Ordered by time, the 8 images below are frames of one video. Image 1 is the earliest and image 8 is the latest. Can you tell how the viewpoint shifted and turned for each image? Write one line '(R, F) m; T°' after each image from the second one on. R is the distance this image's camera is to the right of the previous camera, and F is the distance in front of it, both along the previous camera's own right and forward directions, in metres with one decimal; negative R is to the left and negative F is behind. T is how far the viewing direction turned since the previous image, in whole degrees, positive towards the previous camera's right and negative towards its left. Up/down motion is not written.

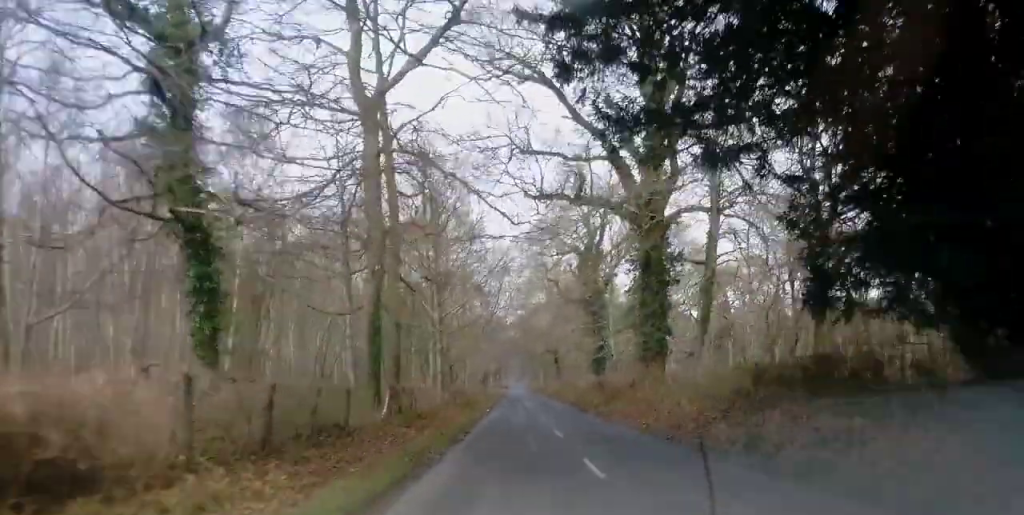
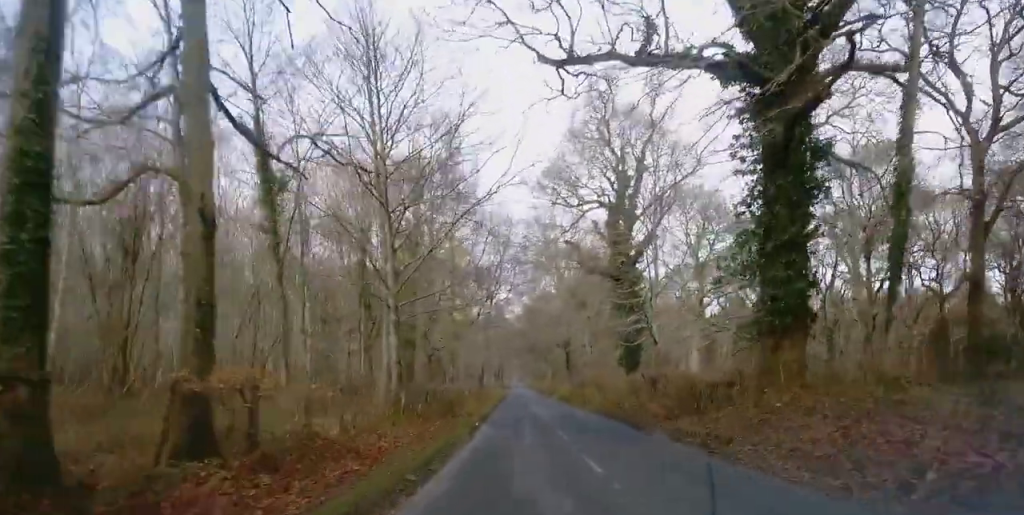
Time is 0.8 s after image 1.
(+0.2, +16.5) m; 0°
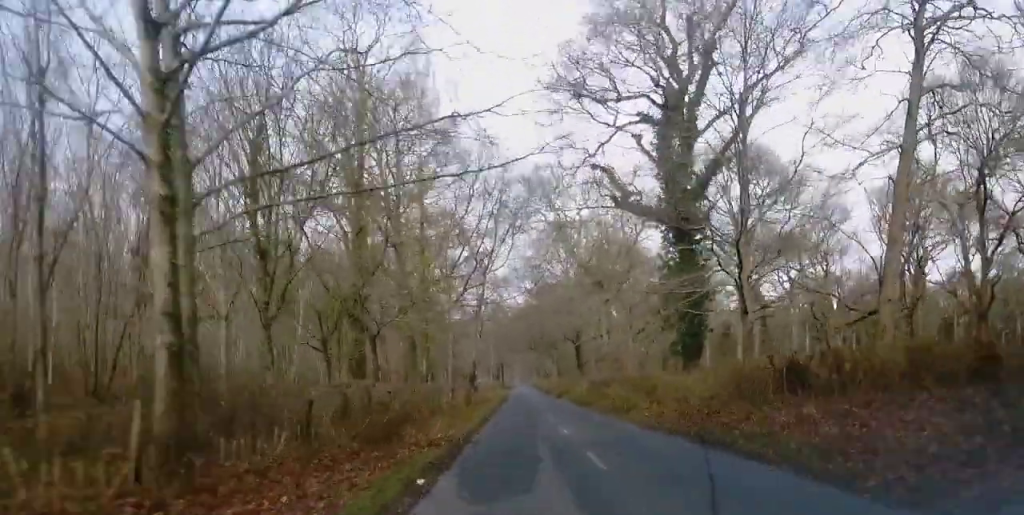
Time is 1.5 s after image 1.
(-0.1, +16.6) m; 0°
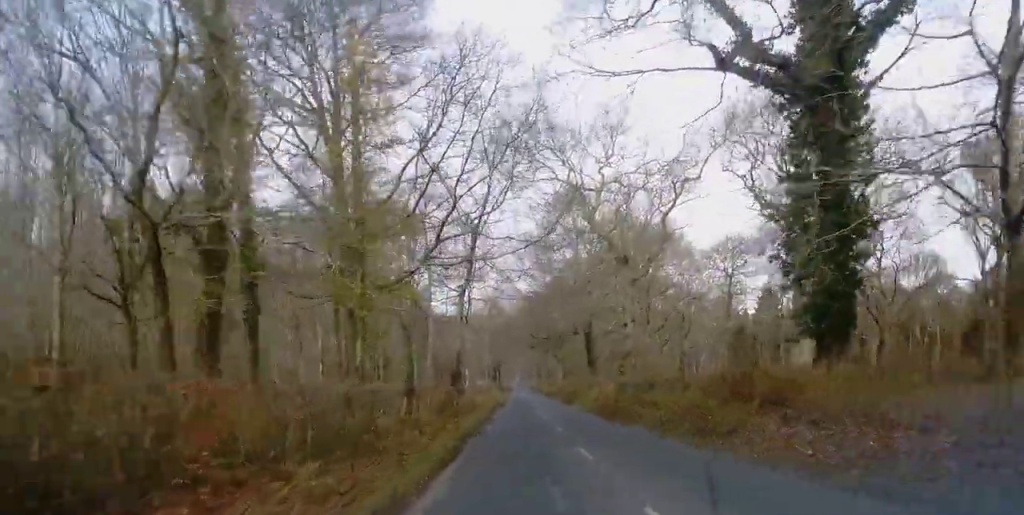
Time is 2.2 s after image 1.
(-0.1, +15.5) m; 0°
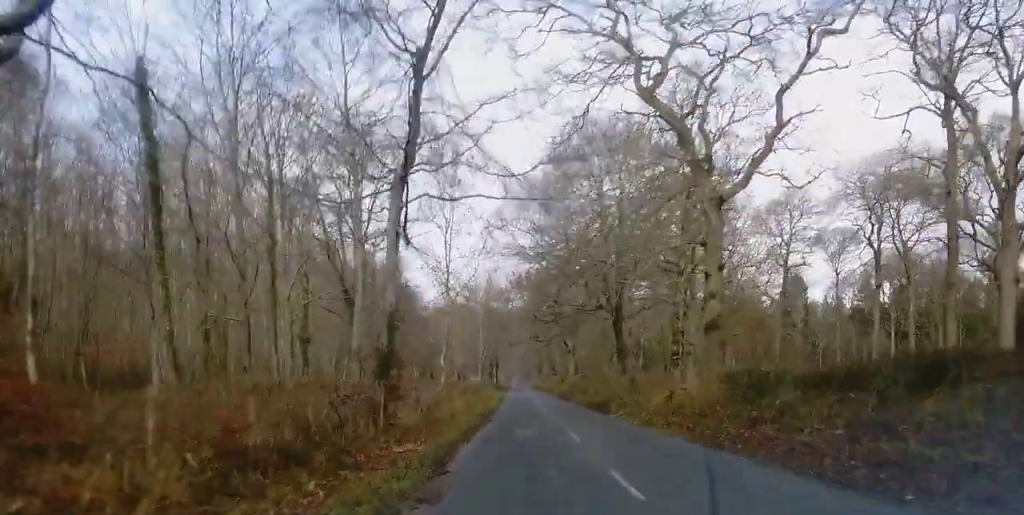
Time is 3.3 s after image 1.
(+0.4, +22.2) m; 0°
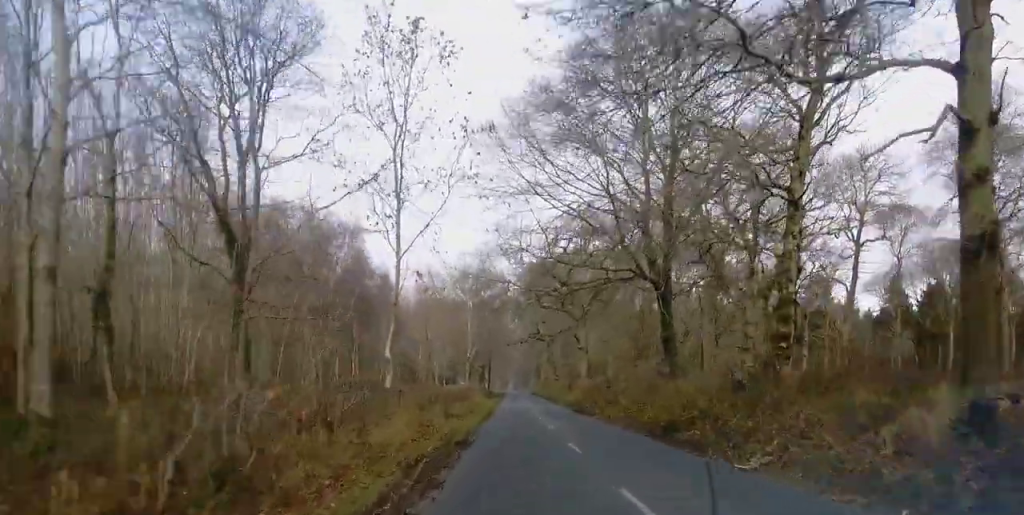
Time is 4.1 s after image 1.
(-0.5, +18.5) m; -1°
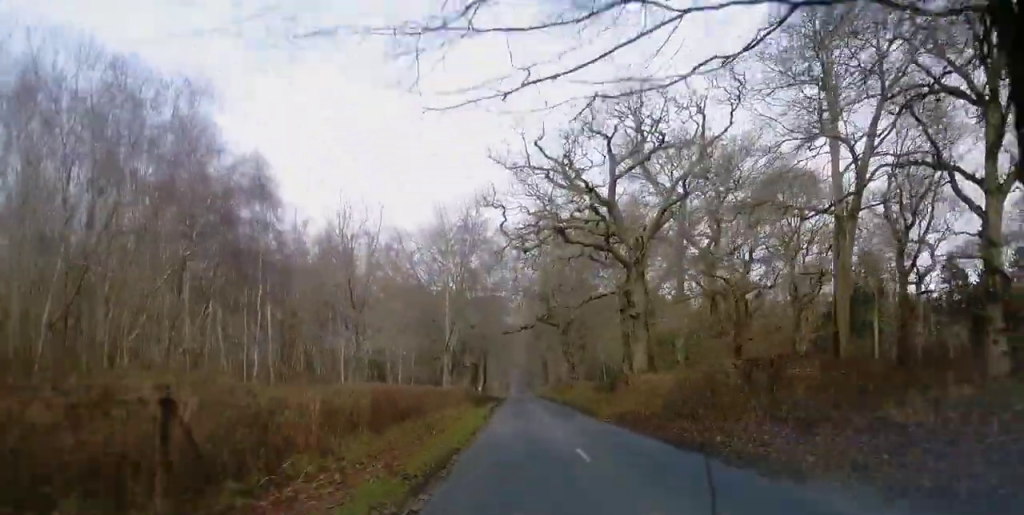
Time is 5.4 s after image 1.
(+0.3, +27.8) m; 0°
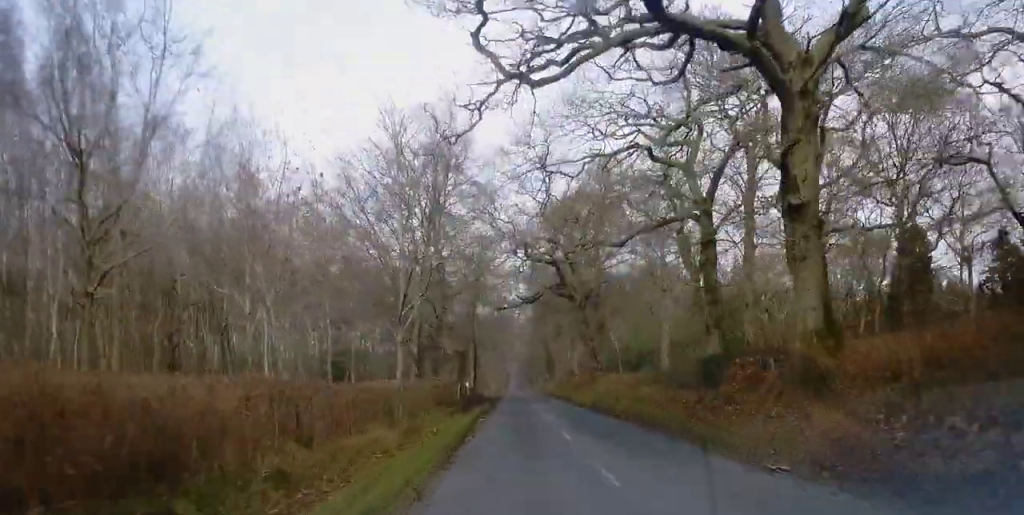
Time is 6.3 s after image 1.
(-0.1, +21.3) m; 0°
